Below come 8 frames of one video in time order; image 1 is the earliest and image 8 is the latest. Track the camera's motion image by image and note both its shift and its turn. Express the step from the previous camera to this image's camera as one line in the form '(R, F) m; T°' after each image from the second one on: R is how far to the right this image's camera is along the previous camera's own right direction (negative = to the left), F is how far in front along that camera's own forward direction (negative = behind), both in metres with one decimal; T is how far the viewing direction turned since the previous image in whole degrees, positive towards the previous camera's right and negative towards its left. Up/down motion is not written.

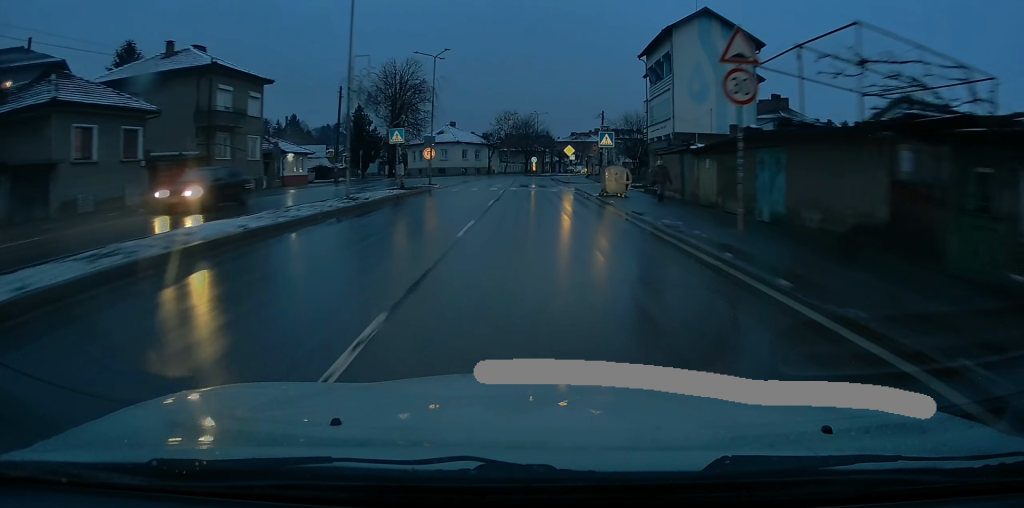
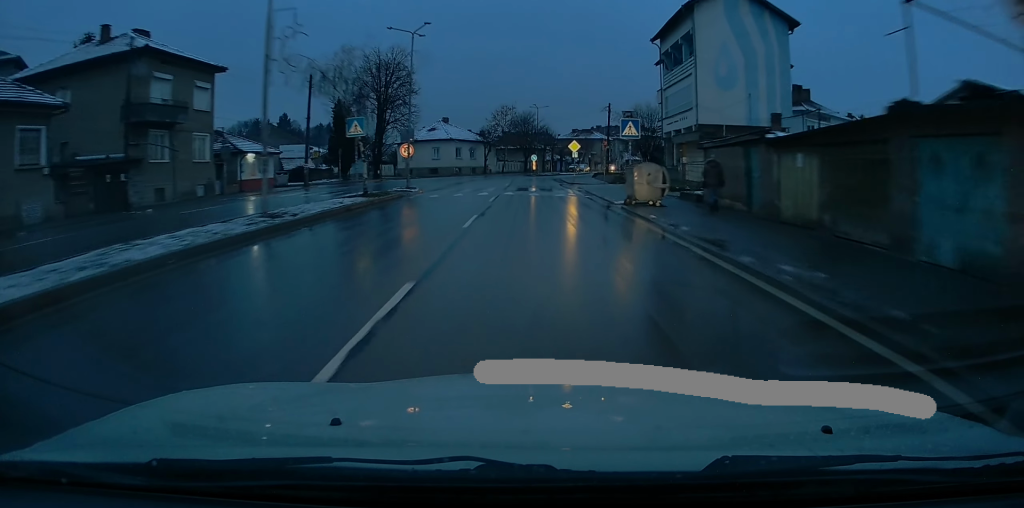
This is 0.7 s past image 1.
(+0.1, +7.3) m; 0°
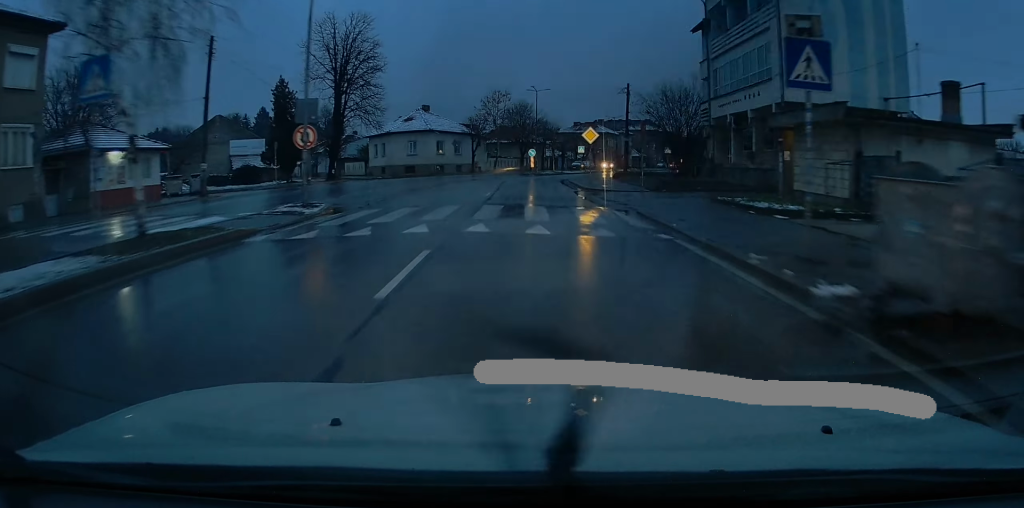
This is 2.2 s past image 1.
(0.0, +15.1) m; 0°
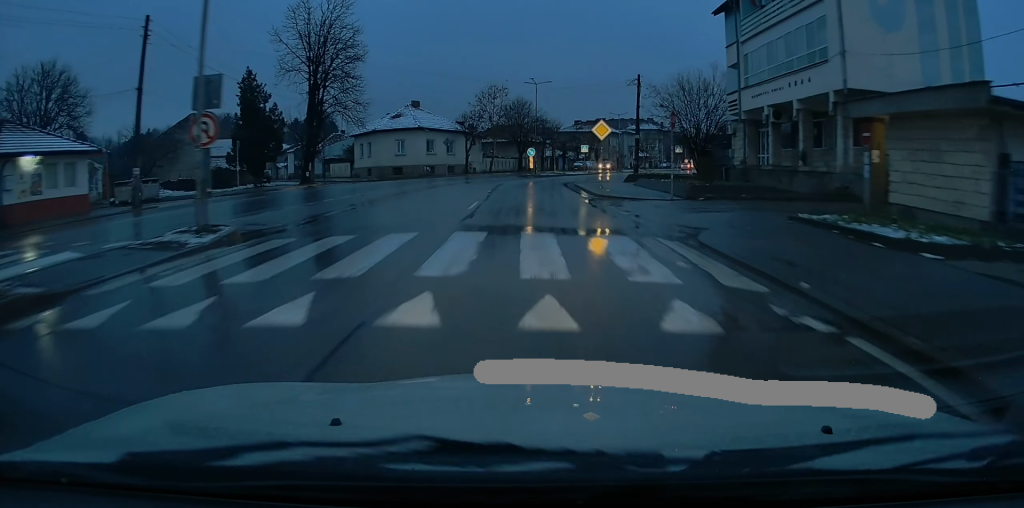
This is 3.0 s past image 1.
(0.0, +6.3) m; 0°
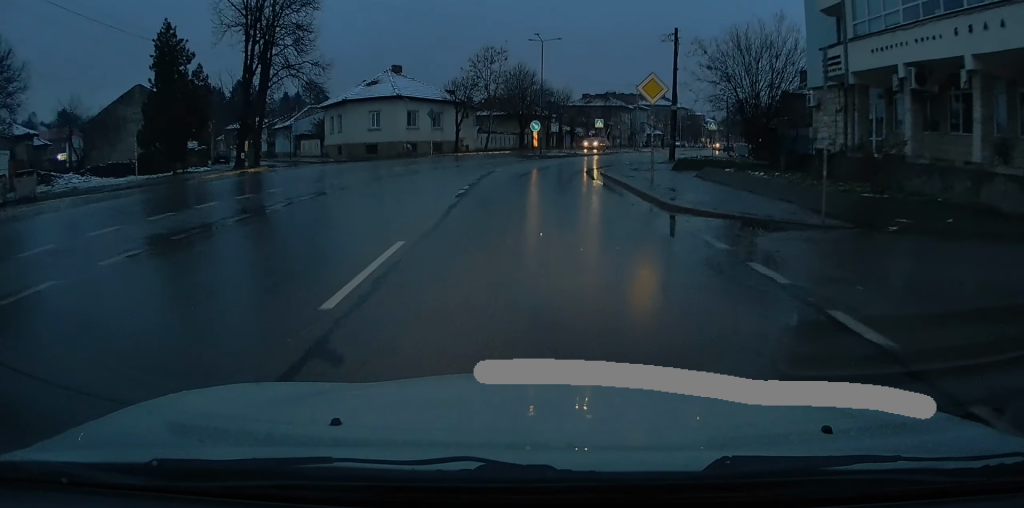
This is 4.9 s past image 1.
(-0.1, +12.0) m; 0°
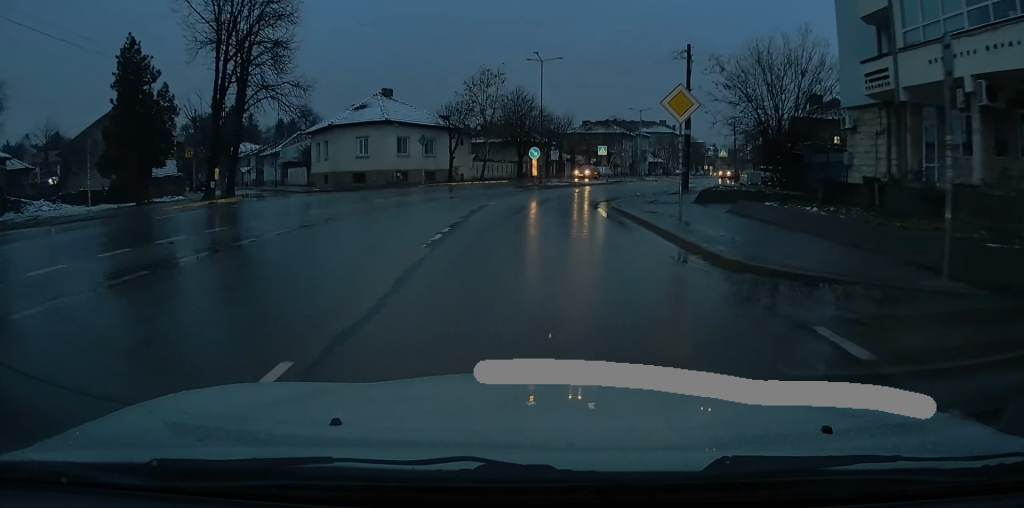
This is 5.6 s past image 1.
(+0.1, +3.7) m; +1°
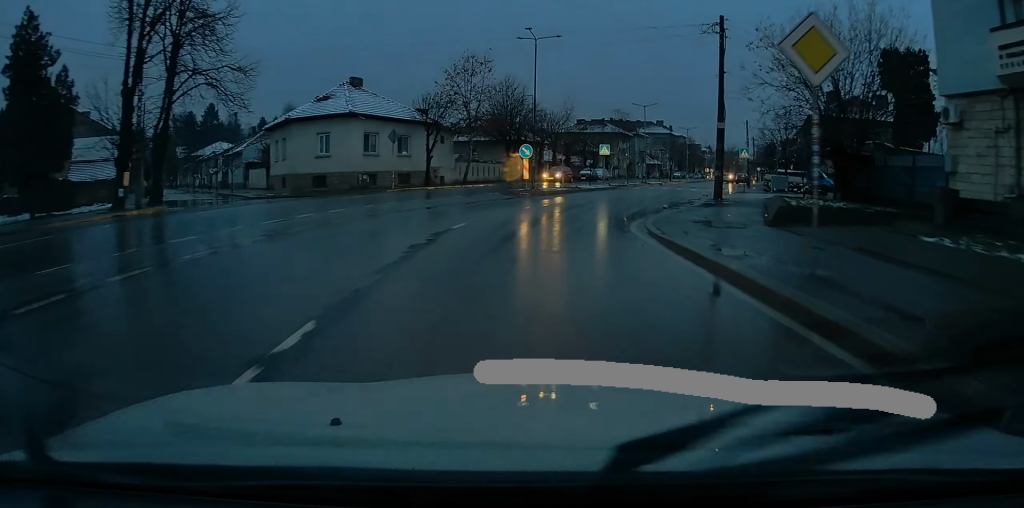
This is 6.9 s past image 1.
(0.0, +7.5) m; +2°
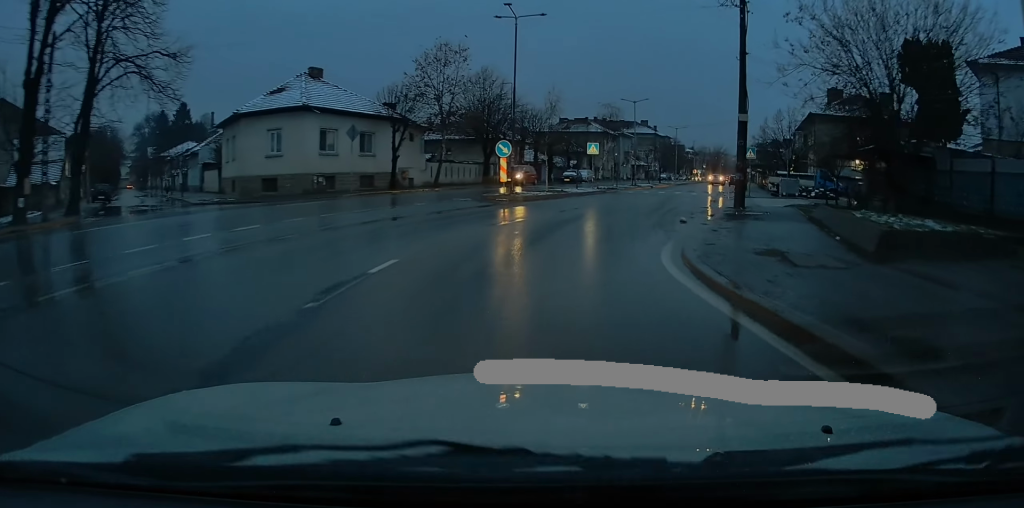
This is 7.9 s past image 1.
(+0.2, +5.2) m; +2°
